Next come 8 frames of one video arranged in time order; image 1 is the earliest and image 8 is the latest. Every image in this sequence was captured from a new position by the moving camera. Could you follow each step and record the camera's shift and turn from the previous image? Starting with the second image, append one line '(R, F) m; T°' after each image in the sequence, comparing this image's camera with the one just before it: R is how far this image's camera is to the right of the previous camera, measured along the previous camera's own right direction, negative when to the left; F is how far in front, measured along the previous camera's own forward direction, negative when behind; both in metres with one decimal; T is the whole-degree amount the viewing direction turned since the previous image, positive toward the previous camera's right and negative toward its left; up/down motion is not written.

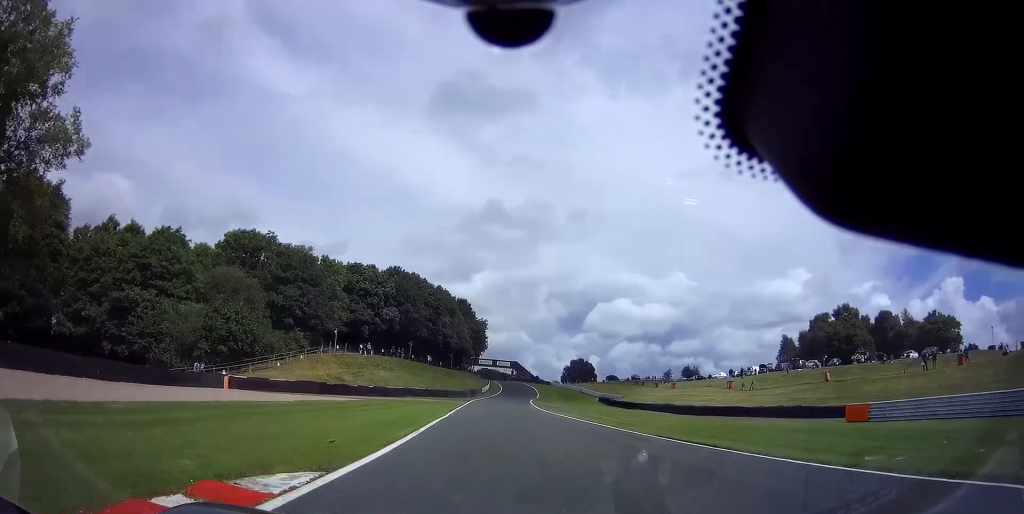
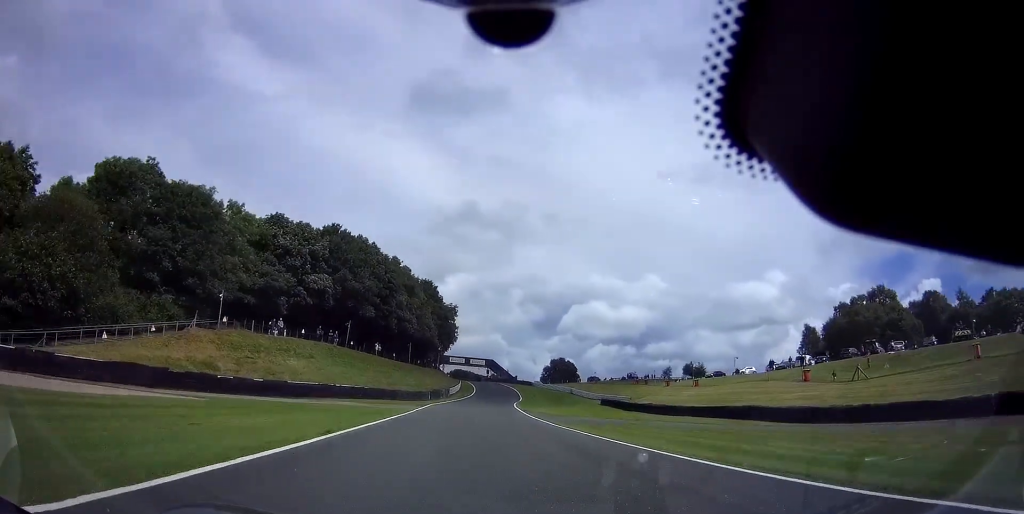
(+0.6, +24.1) m; +2°
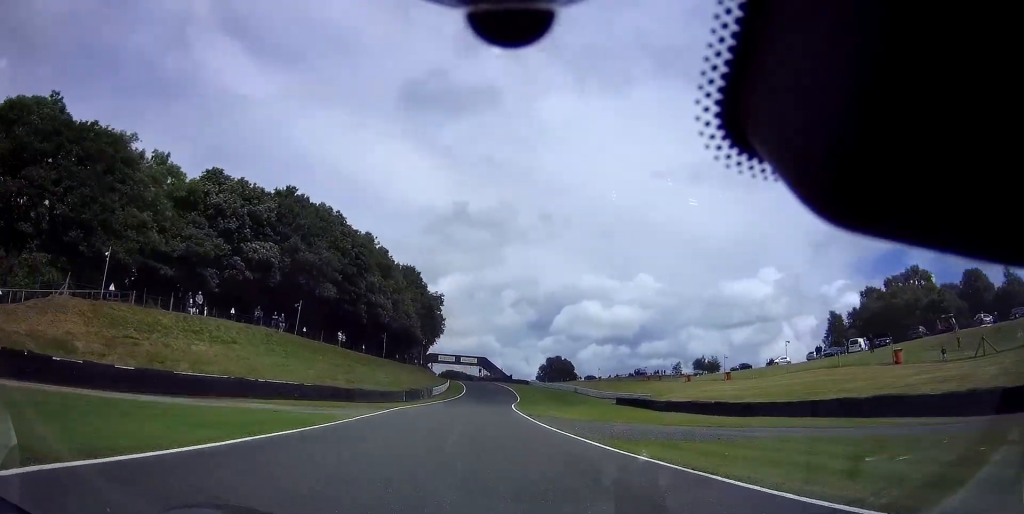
(+0.1, +13.9) m; +1°
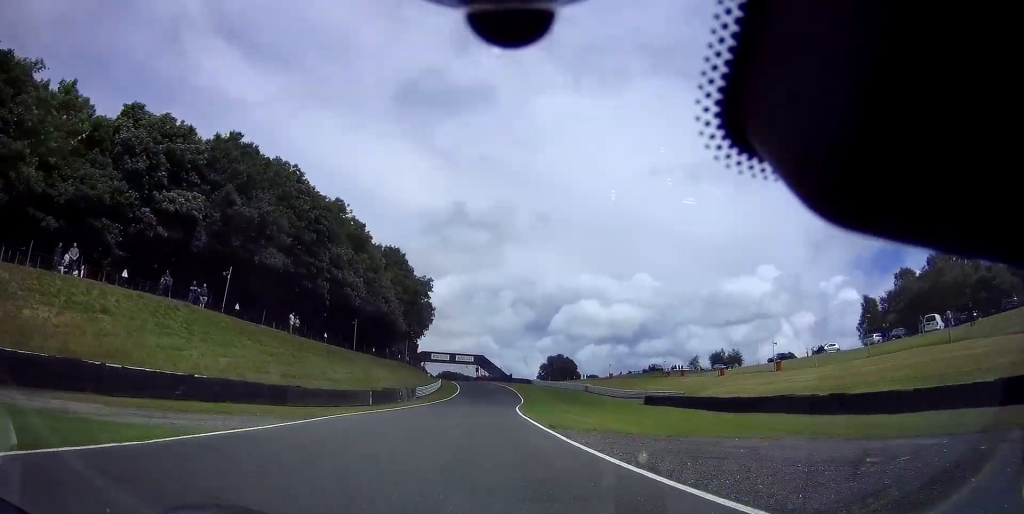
(+0.1, +13.6) m; 0°
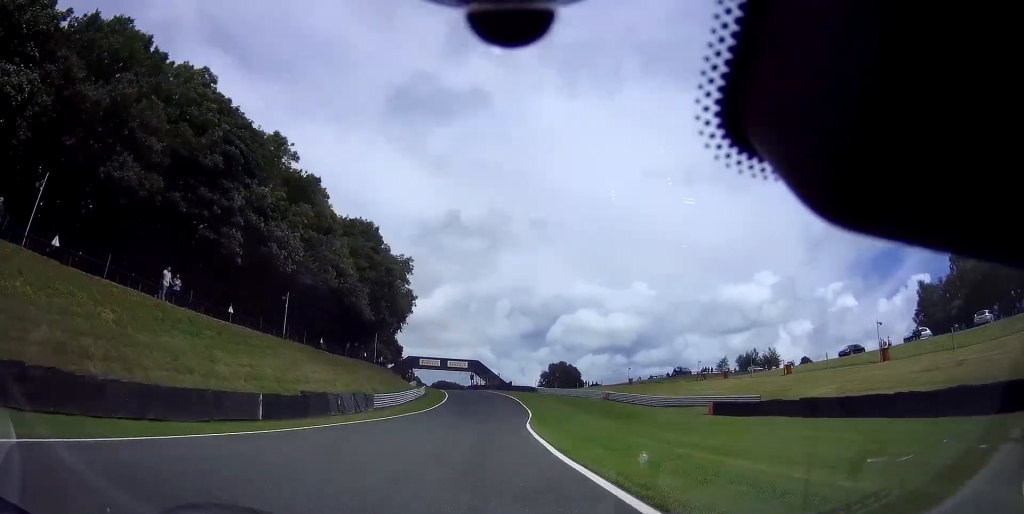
(+0.1, +17.9) m; +1°
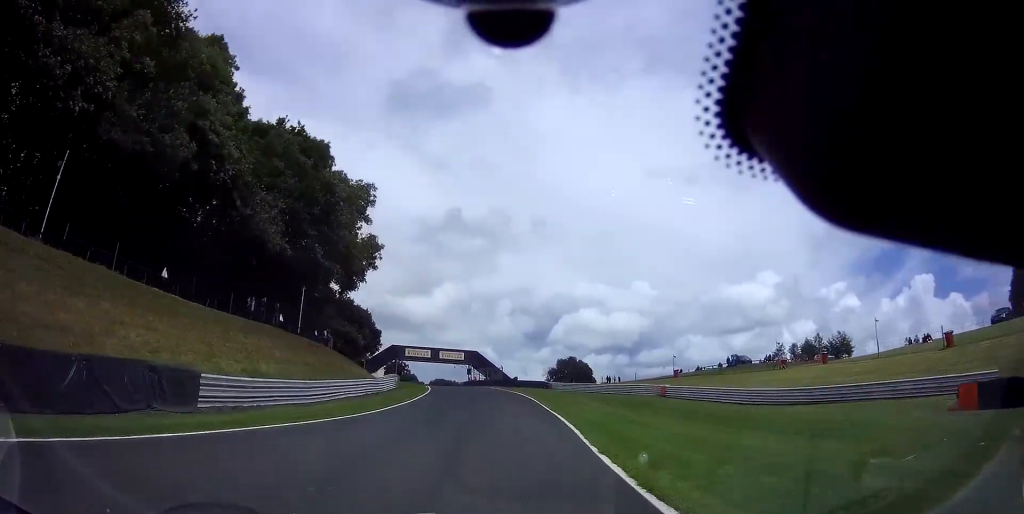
(+0.1, +23.1) m; -1°
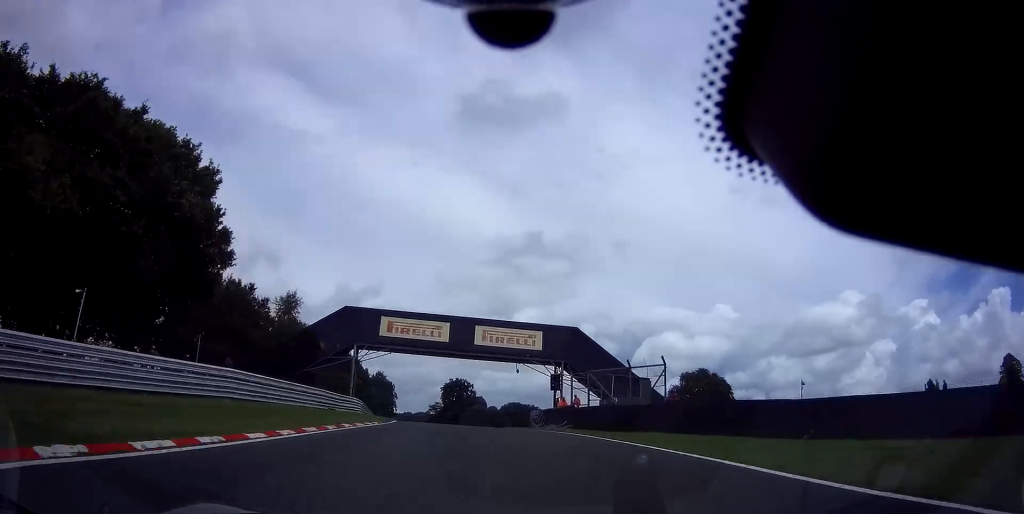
(-3.8, +67.8) m; -8°
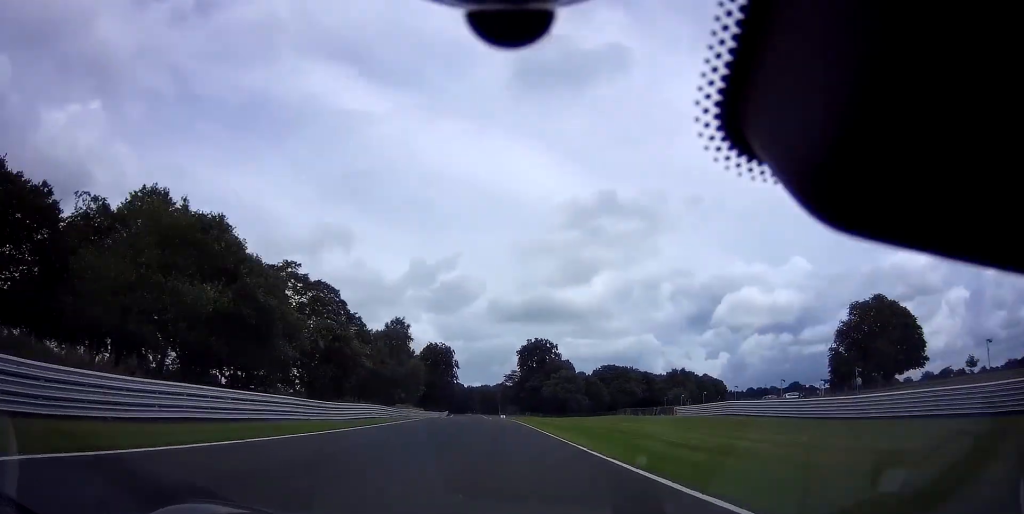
(-2.9, +47.0) m; -7°
